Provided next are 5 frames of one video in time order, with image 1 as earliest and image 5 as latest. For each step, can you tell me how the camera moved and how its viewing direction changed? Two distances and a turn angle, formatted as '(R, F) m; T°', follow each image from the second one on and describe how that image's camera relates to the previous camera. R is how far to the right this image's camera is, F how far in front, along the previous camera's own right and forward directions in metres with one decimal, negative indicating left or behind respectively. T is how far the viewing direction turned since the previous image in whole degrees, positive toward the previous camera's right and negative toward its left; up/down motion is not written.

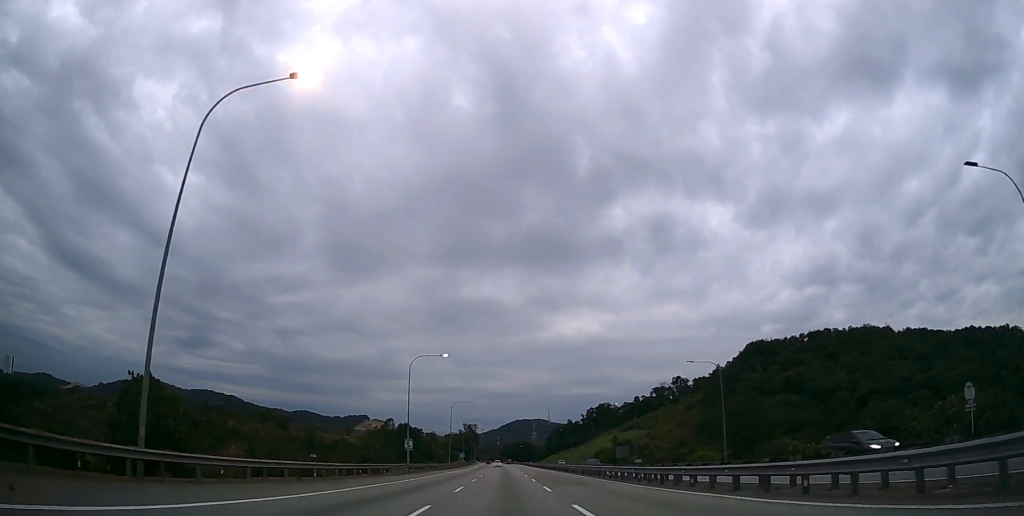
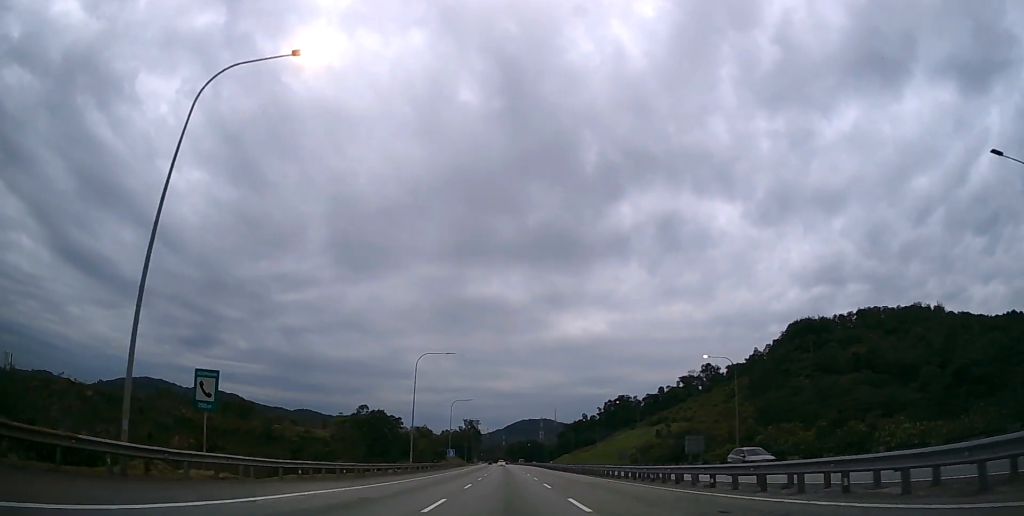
(-0.3, +45.2) m; -1°
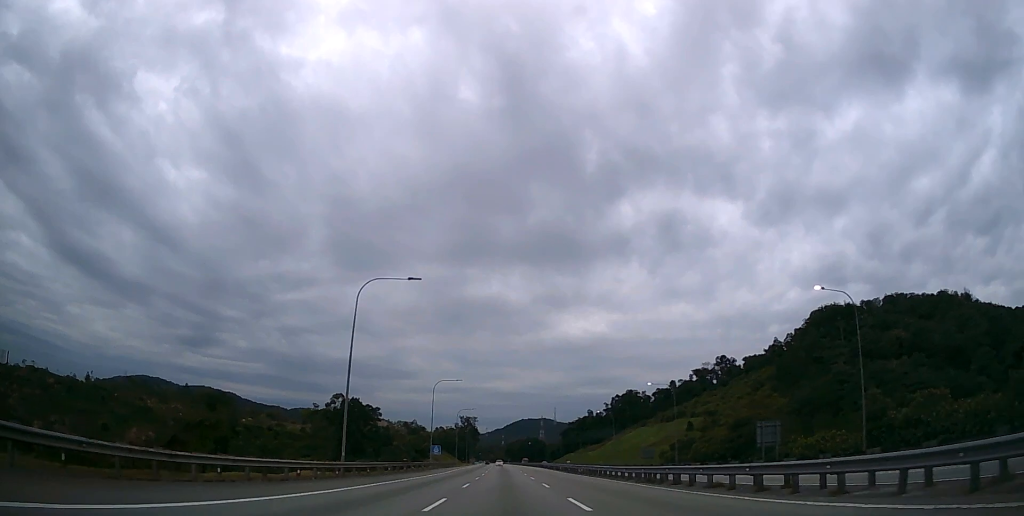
(-0.1, +23.7) m; 0°
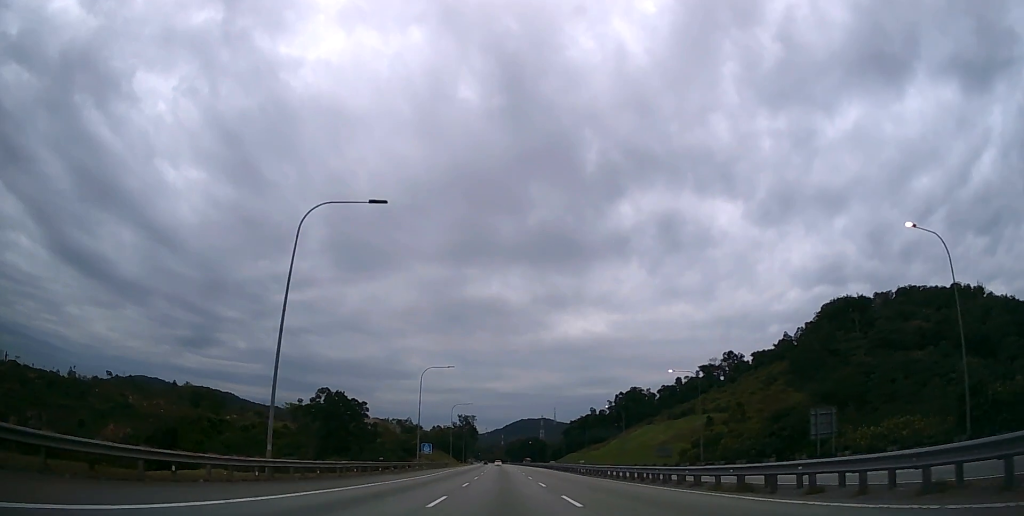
(0.0, +10.9) m; 0°
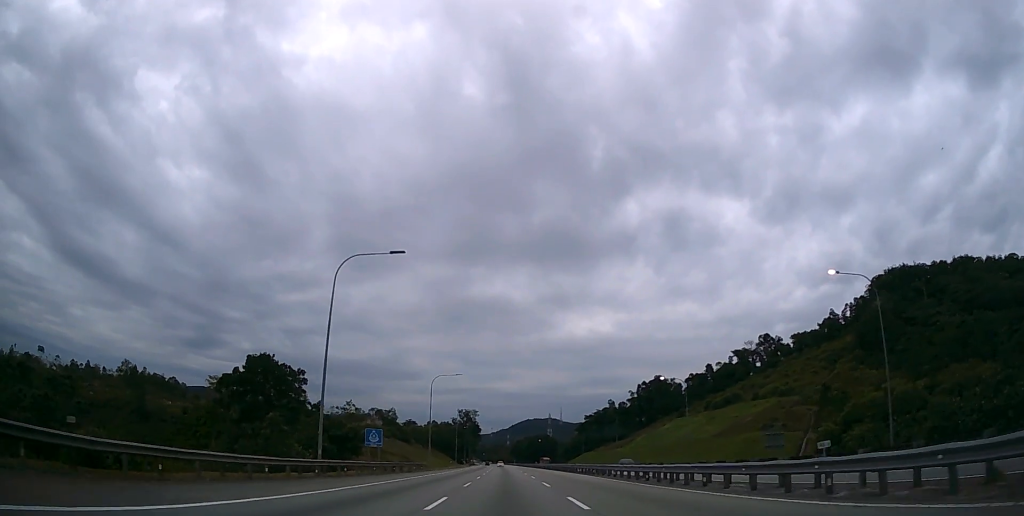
(0.0, +36.6) m; 0°
